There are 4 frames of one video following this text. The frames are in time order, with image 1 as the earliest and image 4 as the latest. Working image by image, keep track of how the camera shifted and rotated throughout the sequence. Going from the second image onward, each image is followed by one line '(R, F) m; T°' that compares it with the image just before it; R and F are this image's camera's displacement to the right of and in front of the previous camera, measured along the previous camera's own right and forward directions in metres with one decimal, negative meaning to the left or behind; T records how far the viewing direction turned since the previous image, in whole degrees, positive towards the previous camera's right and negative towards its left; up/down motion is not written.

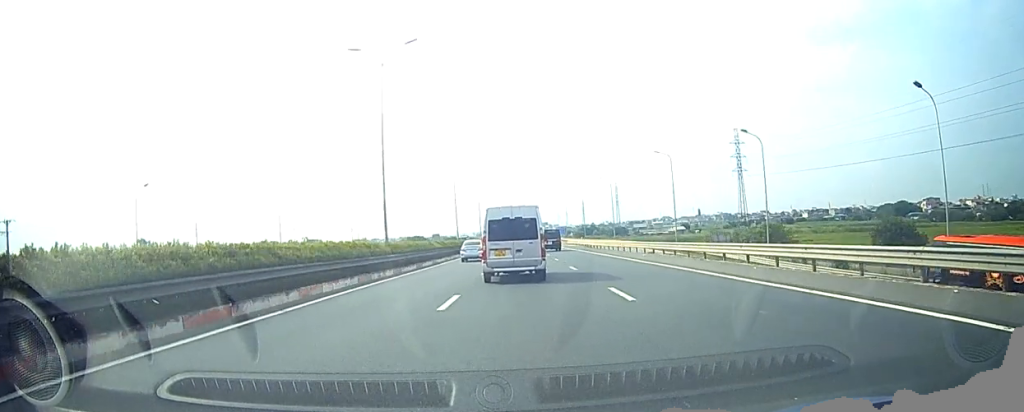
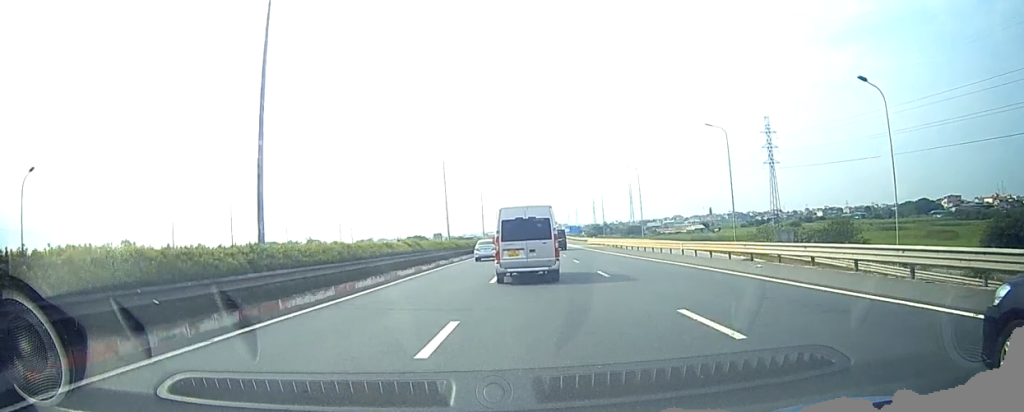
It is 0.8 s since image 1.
(0.0, +15.6) m; 0°
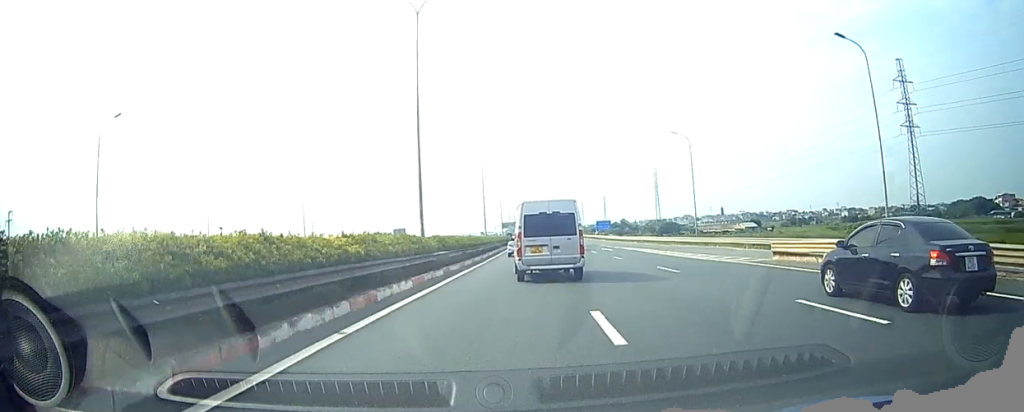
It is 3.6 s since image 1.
(-1.7, +54.3) m; -3°
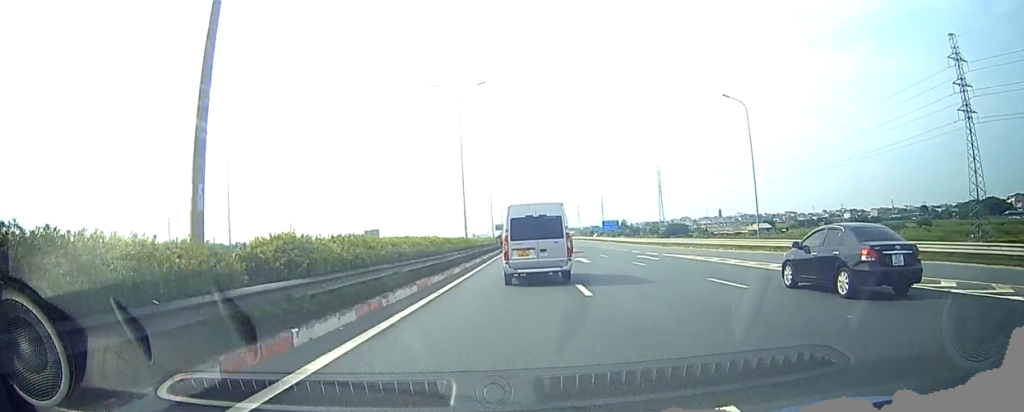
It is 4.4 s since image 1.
(0.0, +15.7) m; 0°
